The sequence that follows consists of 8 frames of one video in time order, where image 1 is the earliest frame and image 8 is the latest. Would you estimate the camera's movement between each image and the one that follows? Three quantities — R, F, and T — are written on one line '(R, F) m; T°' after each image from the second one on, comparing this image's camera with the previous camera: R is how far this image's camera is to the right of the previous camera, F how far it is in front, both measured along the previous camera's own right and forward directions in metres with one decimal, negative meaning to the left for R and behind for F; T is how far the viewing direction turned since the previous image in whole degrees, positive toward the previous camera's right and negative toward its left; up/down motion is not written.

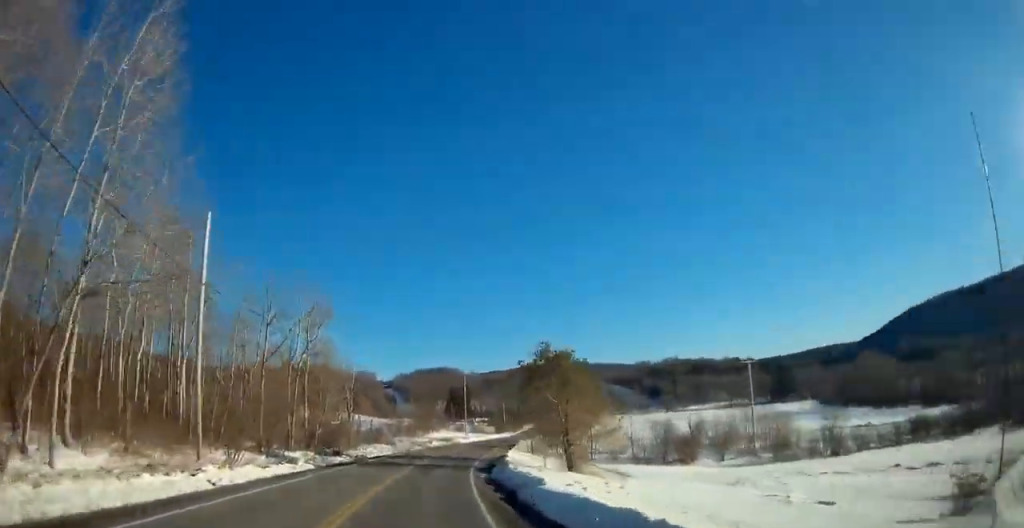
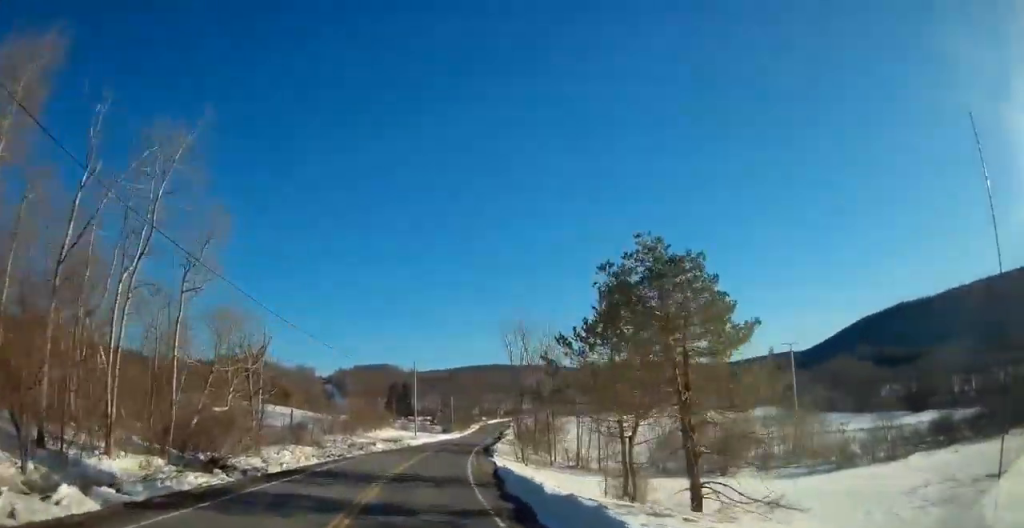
(+0.9, +18.6) m; -2°
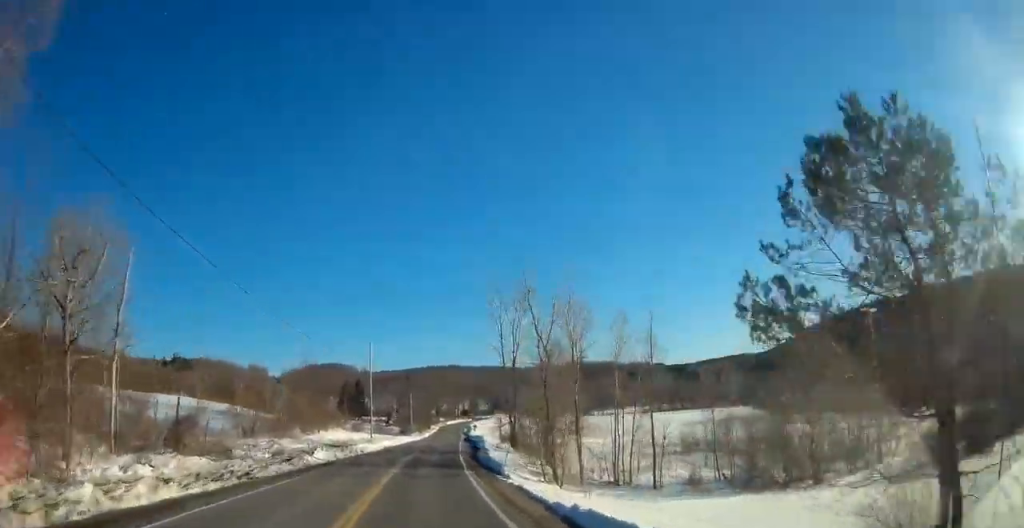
(-0.8, +16.4) m; +7°
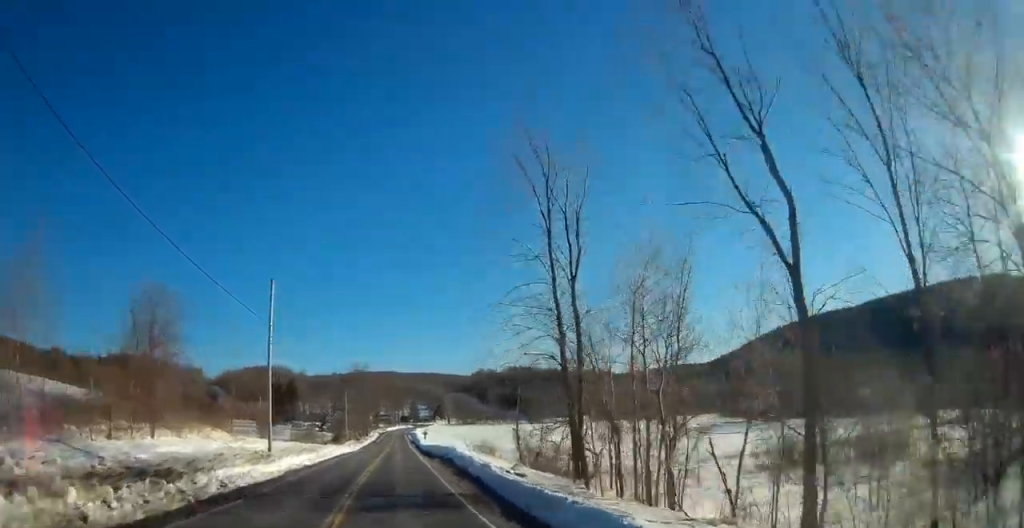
(+4.5, +24.8) m; +16°
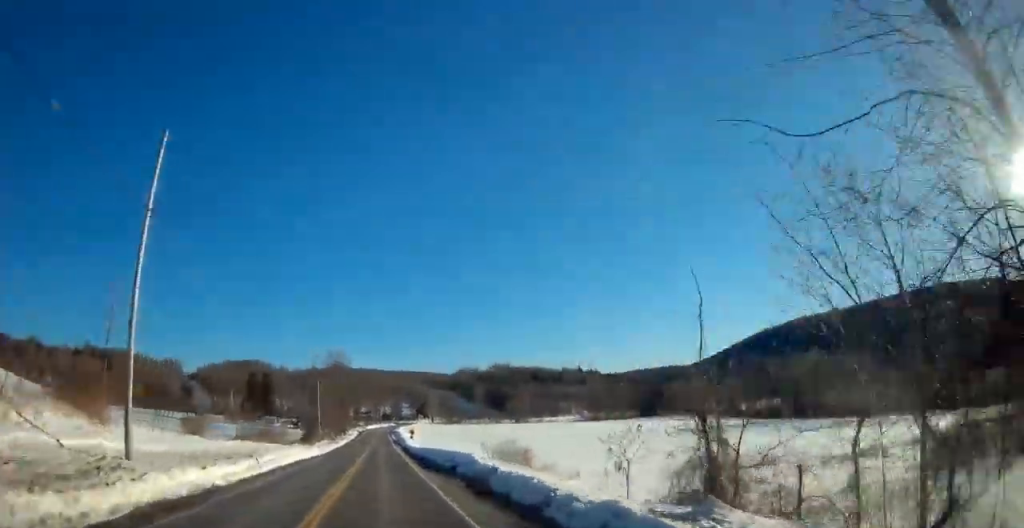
(+1.1, +17.0) m; +2°
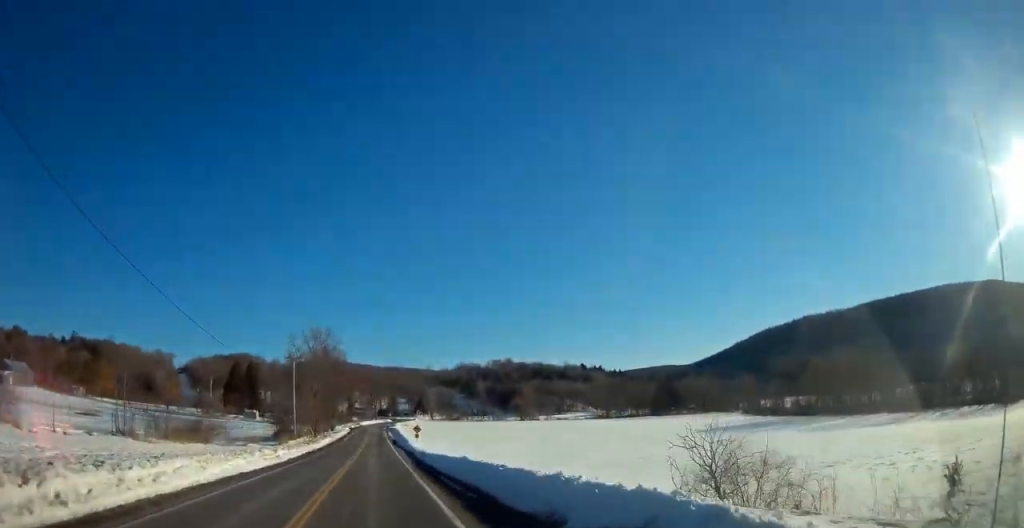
(-1.5, +22.5) m; -3°
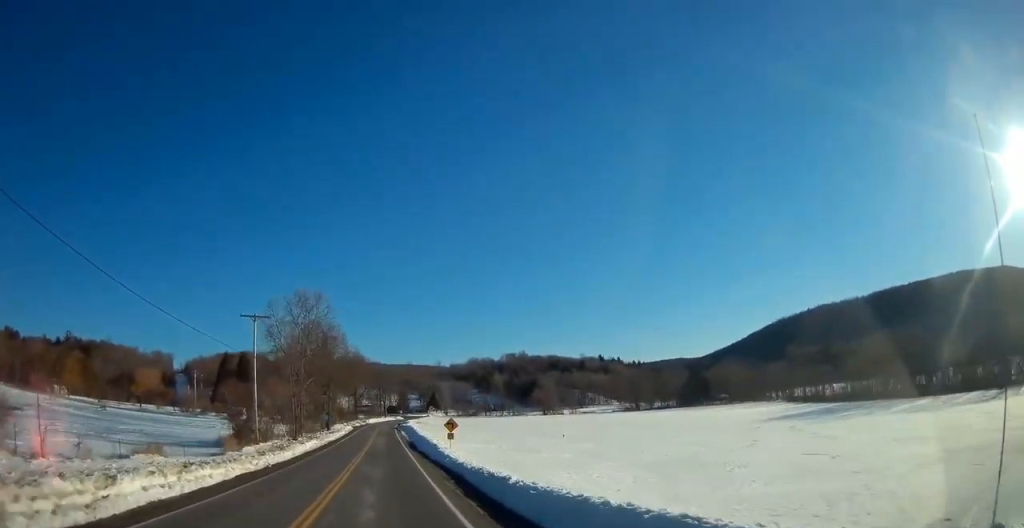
(+0.2, +25.6) m; 0°
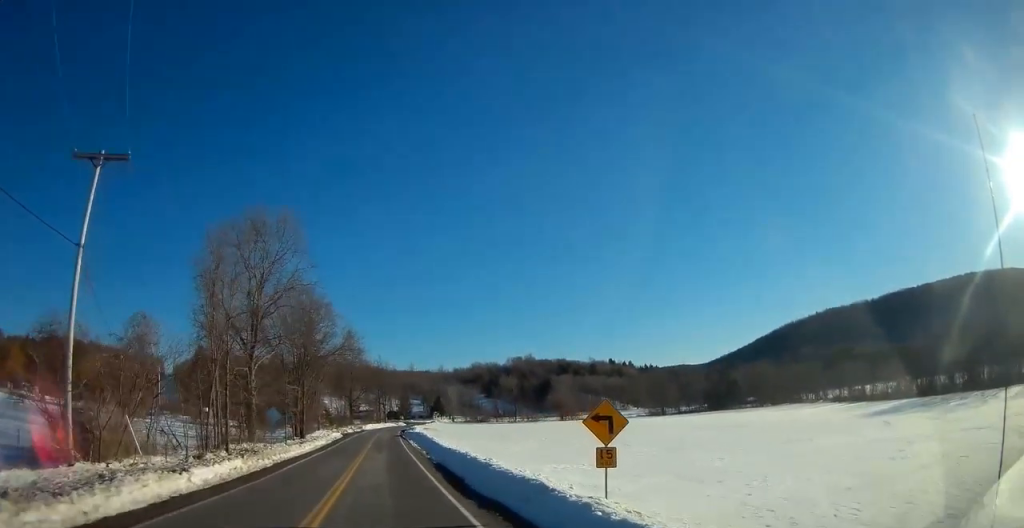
(0.0, +28.4) m; -1°
